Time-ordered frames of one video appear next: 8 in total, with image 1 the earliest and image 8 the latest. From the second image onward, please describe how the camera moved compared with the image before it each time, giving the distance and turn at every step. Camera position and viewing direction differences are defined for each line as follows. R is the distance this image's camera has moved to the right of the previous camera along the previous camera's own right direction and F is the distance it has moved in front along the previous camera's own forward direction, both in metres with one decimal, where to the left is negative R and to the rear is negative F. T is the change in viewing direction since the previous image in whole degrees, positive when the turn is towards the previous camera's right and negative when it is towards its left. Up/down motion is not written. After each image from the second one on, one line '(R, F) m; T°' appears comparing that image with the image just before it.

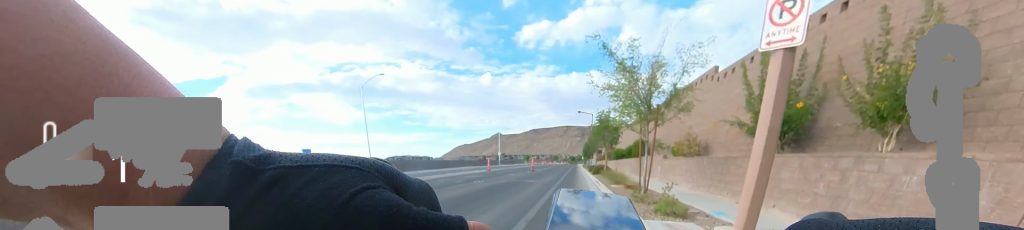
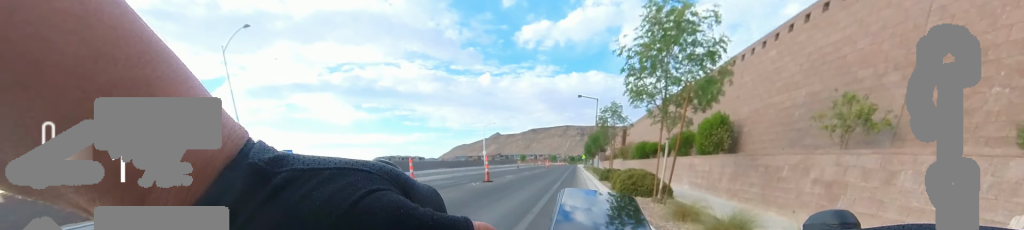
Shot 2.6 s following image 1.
(0.0, +12.9) m; 0°
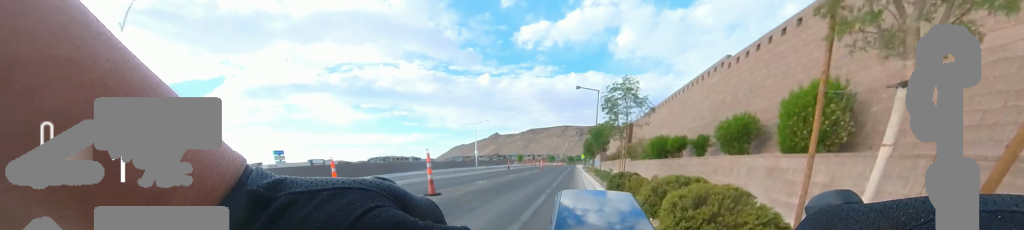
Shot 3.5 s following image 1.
(0.0, +5.0) m; 0°
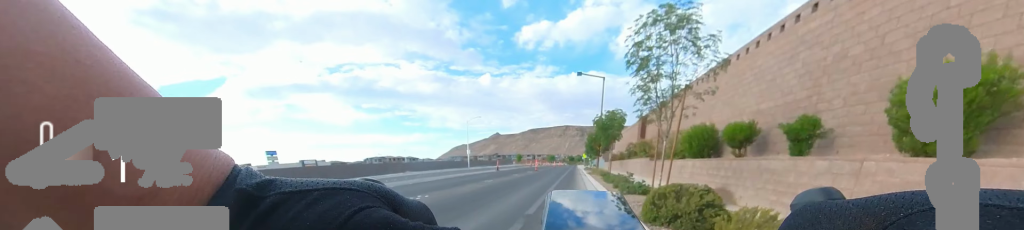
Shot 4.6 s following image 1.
(0.0, +5.4) m; 0°
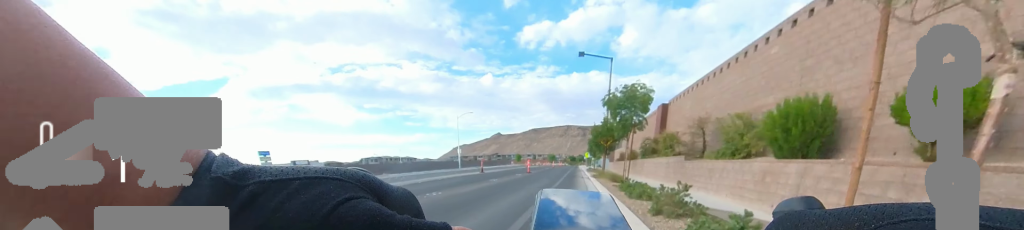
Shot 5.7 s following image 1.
(0.0, +5.5) m; 0°
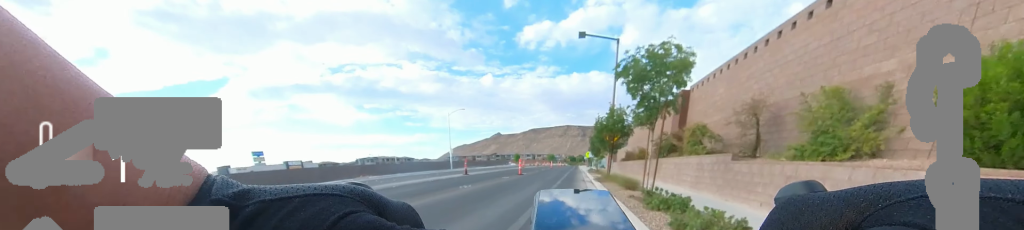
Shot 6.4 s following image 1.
(0.0, +3.8) m; 0°
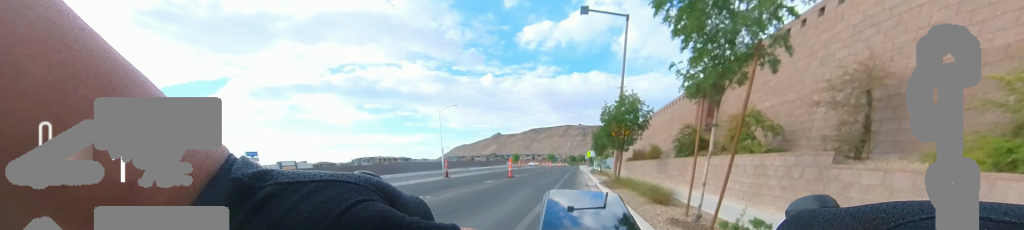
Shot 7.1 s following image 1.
(0.0, +3.4) m; 0°
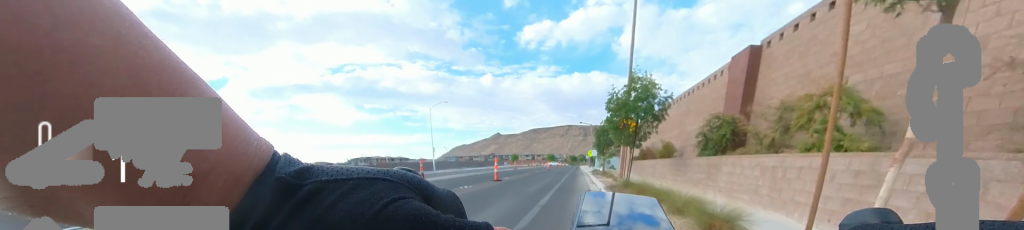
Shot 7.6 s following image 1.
(0.0, +2.8) m; 0°
